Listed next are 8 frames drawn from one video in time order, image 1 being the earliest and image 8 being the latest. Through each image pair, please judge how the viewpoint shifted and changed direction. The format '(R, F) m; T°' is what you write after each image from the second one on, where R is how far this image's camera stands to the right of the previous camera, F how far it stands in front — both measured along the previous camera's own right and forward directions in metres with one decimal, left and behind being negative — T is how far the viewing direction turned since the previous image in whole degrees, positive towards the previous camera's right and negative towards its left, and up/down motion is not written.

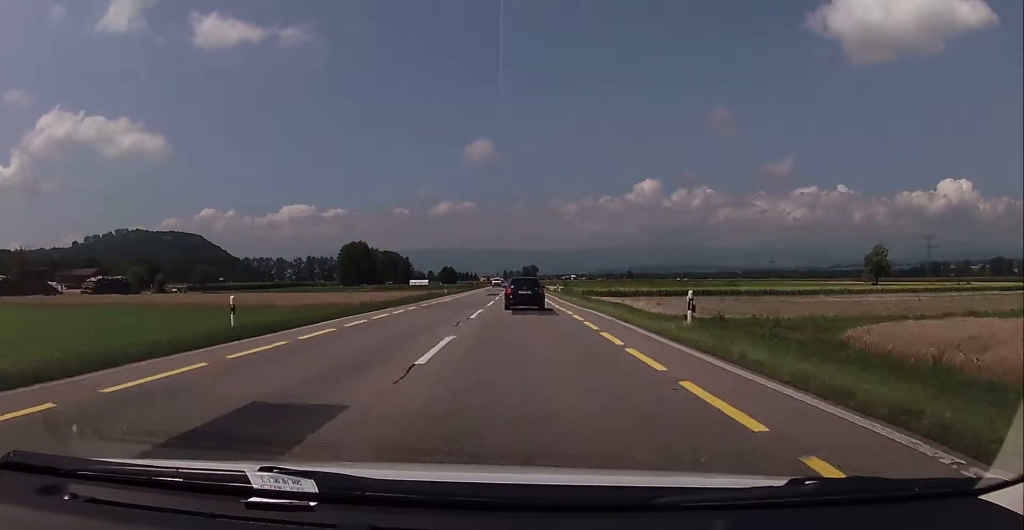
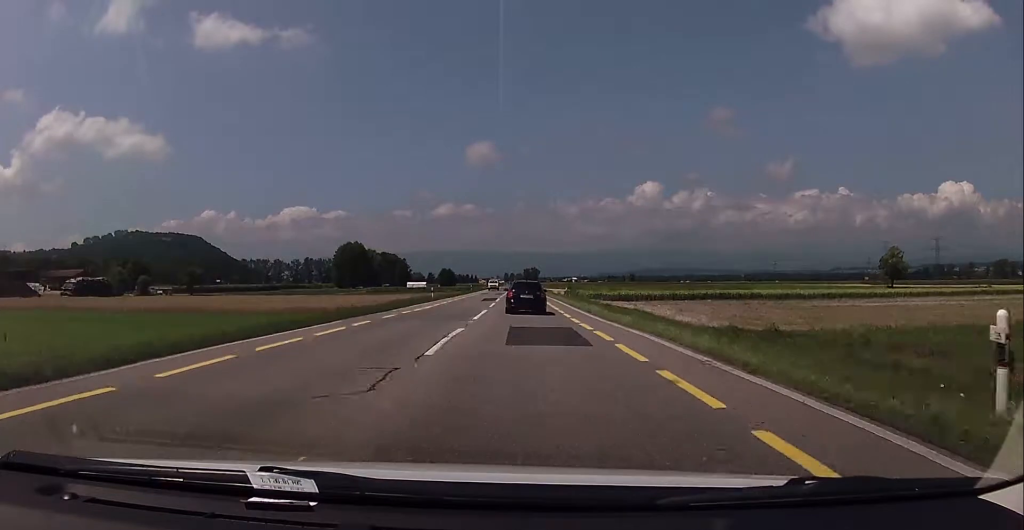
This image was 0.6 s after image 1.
(-0.1, +10.7) m; 0°
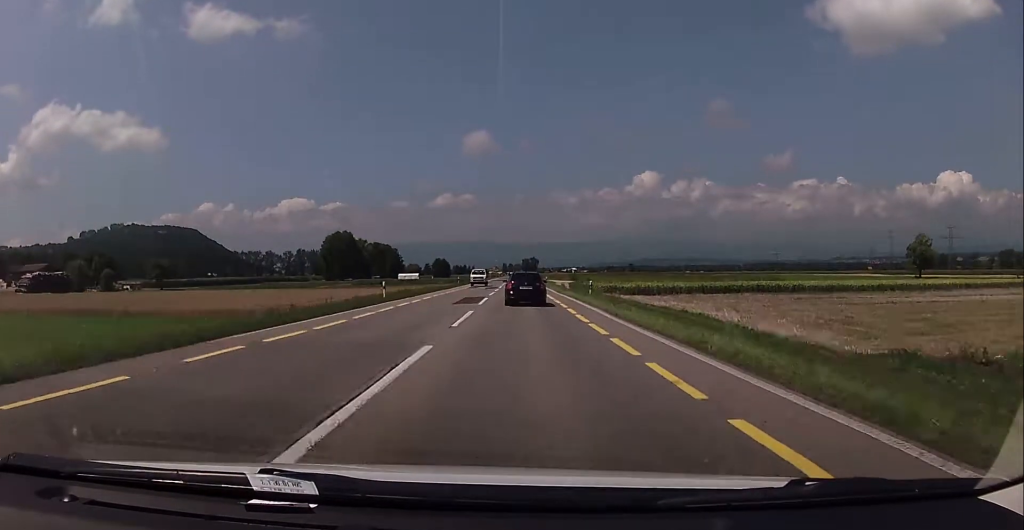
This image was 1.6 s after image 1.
(+0.4, +19.5) m; +1°
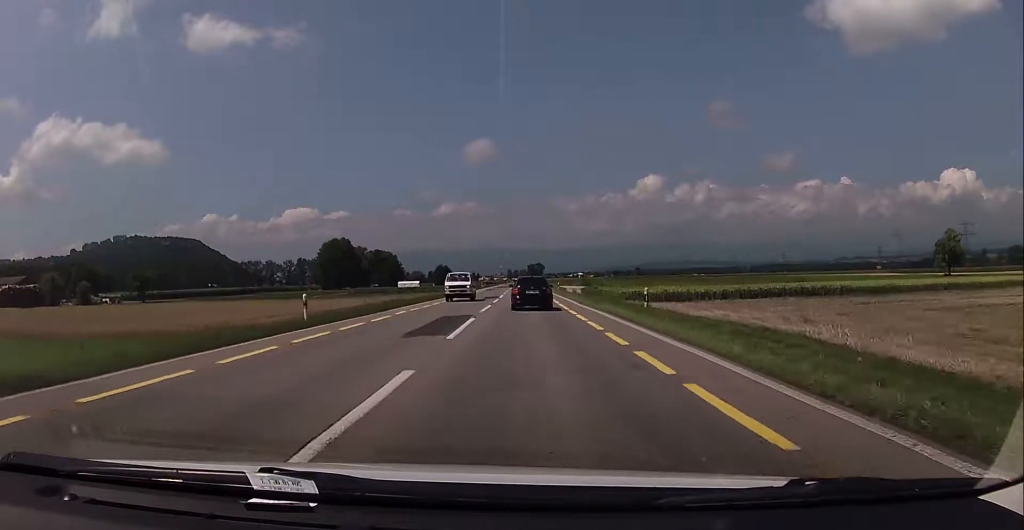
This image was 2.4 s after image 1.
(0.0, +14.4) m; -1°
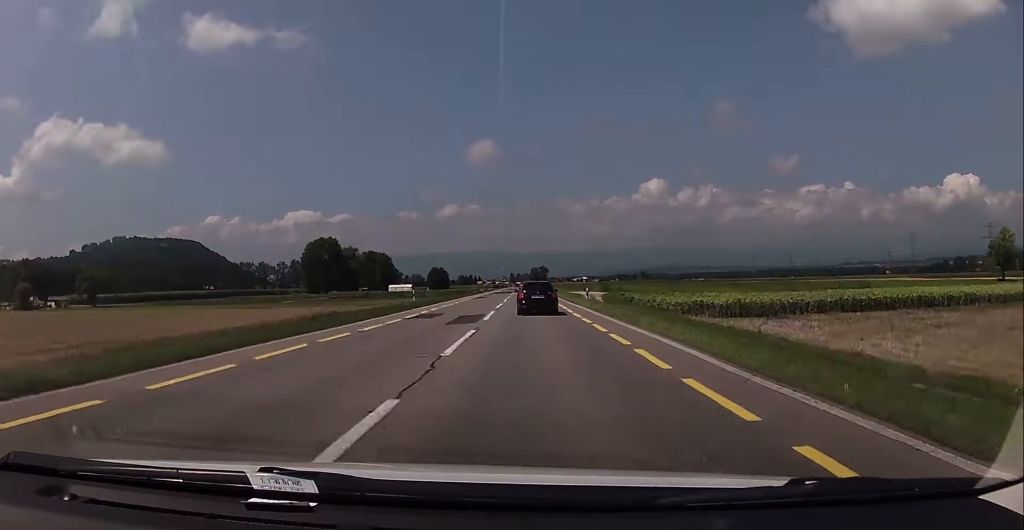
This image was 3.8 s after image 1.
(-0.3, +27.1) m; 0°
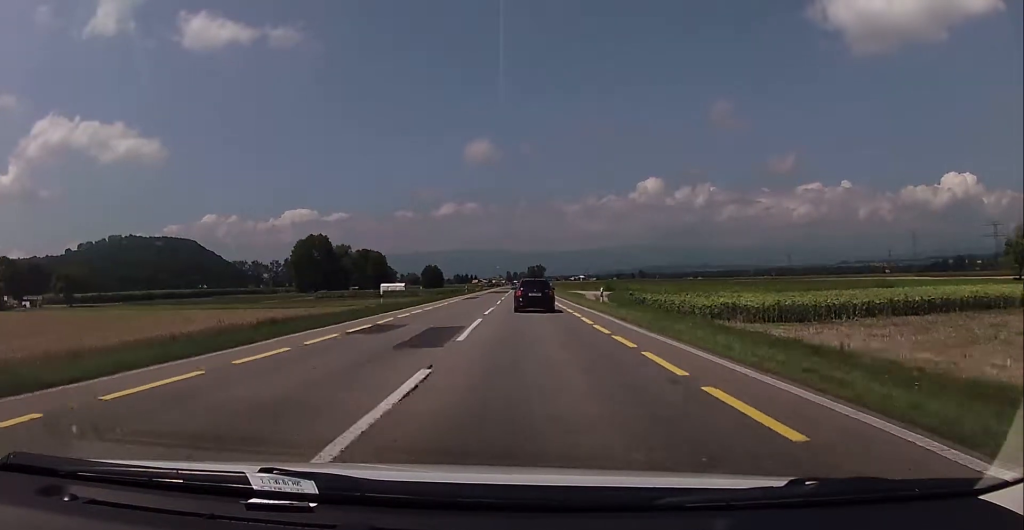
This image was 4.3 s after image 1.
(+0.2, +9.1) m; 0°
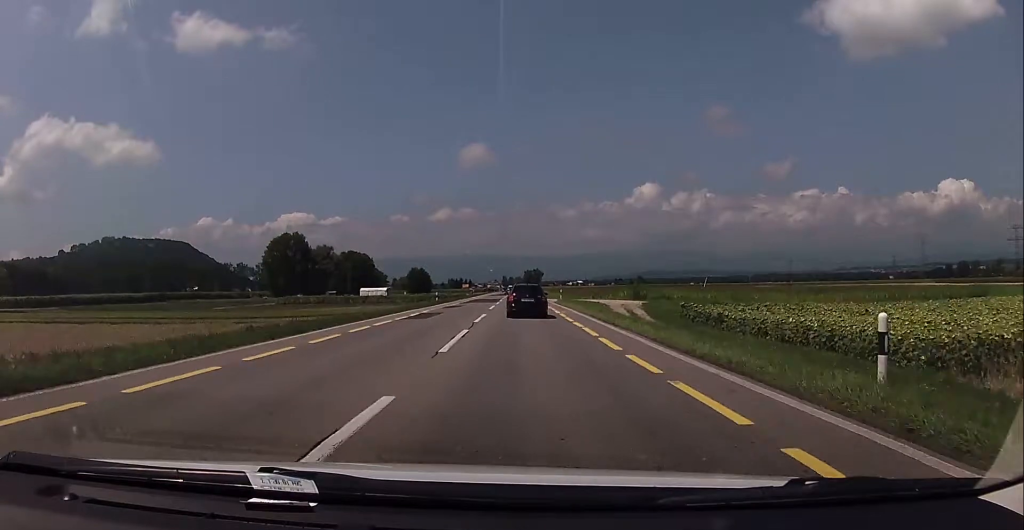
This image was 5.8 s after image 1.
(-0.3, +26.7) m; 0°
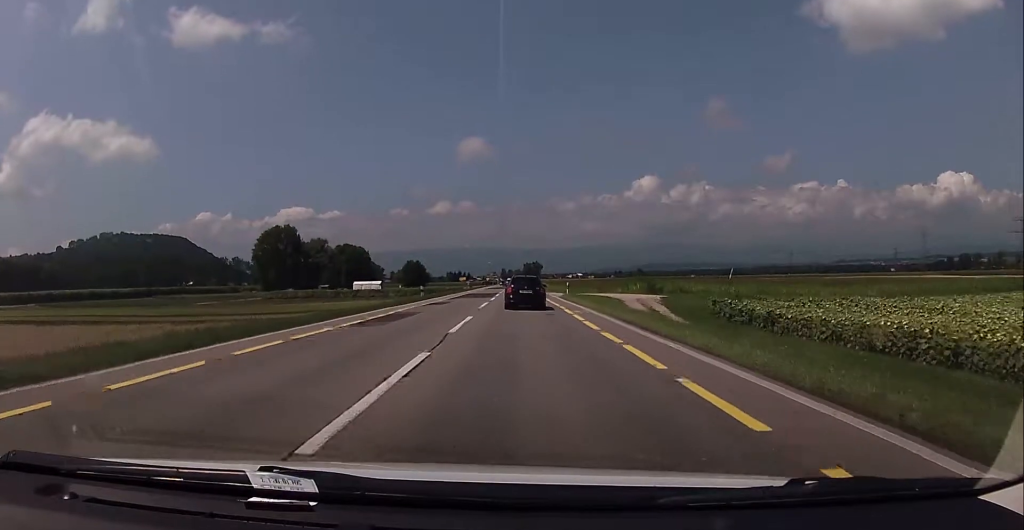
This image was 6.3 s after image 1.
(+0.1, +8.5) m; +1°
